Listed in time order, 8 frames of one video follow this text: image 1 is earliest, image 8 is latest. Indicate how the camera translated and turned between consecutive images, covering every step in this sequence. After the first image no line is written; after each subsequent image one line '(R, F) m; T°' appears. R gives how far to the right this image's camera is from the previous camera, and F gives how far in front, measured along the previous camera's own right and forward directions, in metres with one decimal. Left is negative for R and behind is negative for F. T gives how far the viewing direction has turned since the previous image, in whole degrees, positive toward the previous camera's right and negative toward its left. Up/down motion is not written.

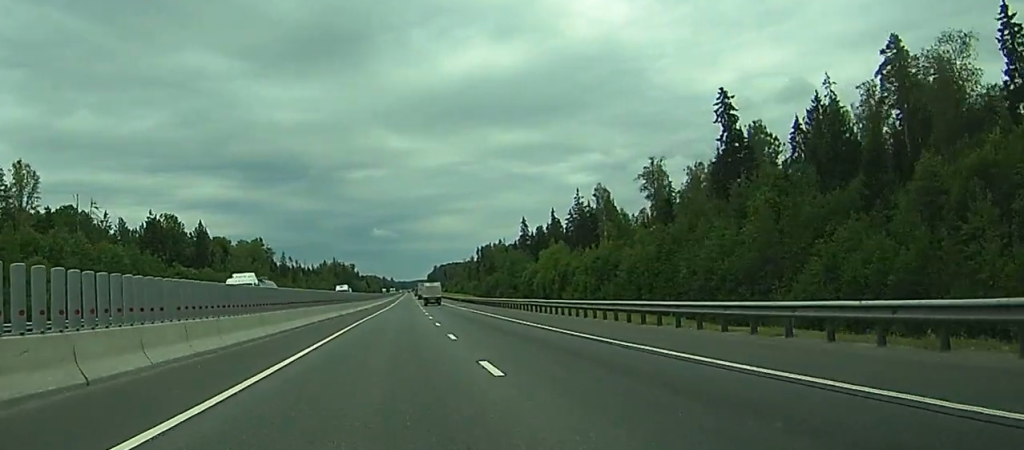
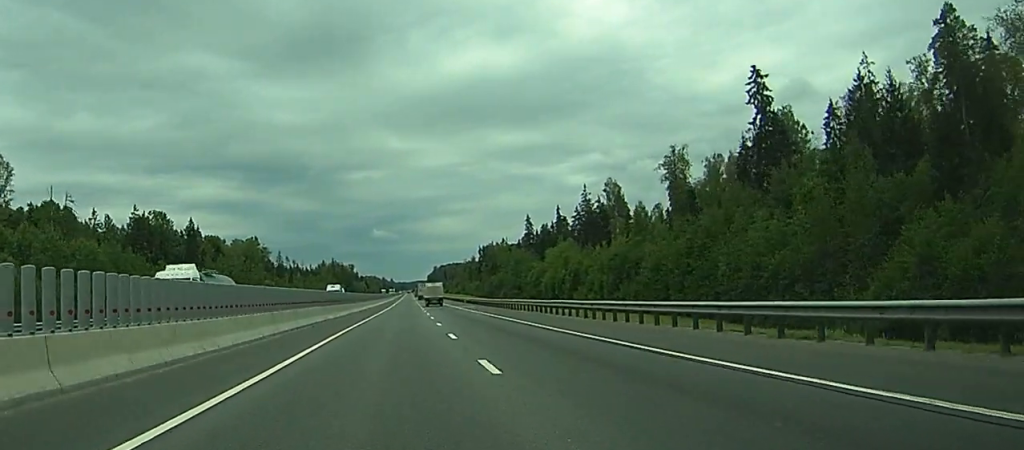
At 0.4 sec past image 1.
(0.0, +11.4) m; 0°
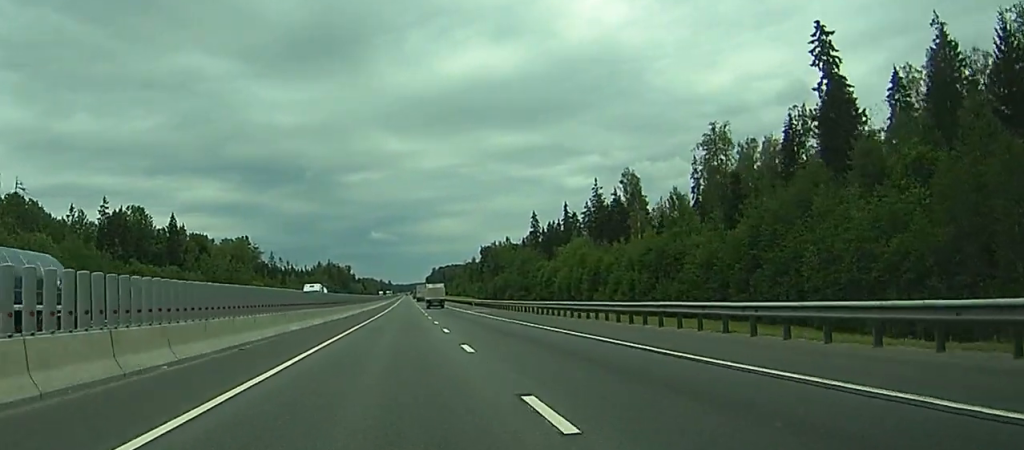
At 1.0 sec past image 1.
(0.0, +18.1) m; 0°
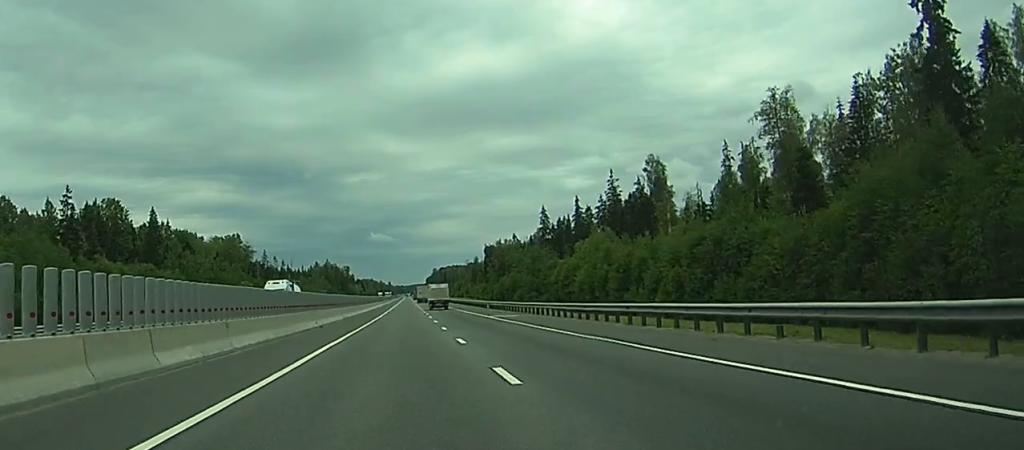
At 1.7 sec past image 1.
(0.0, +19.2) m; 0°
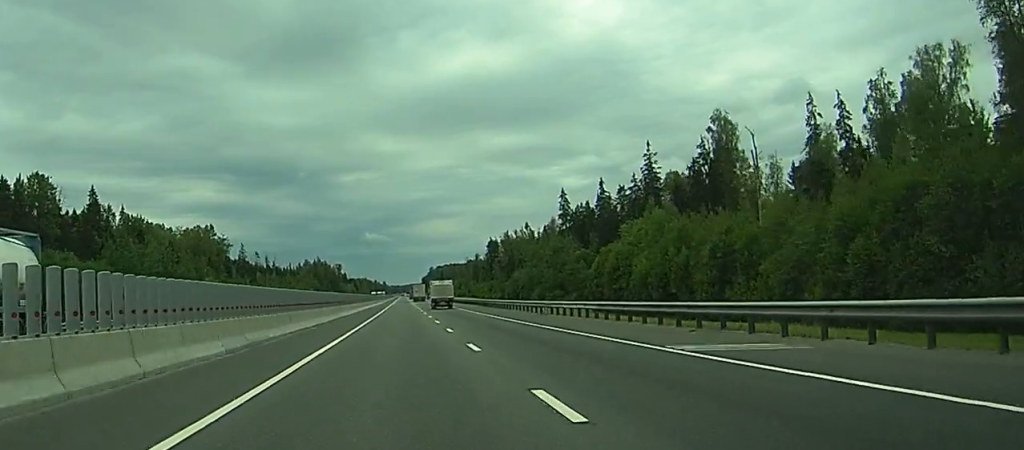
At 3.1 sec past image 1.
(+0.3, +40.5) m; 0°
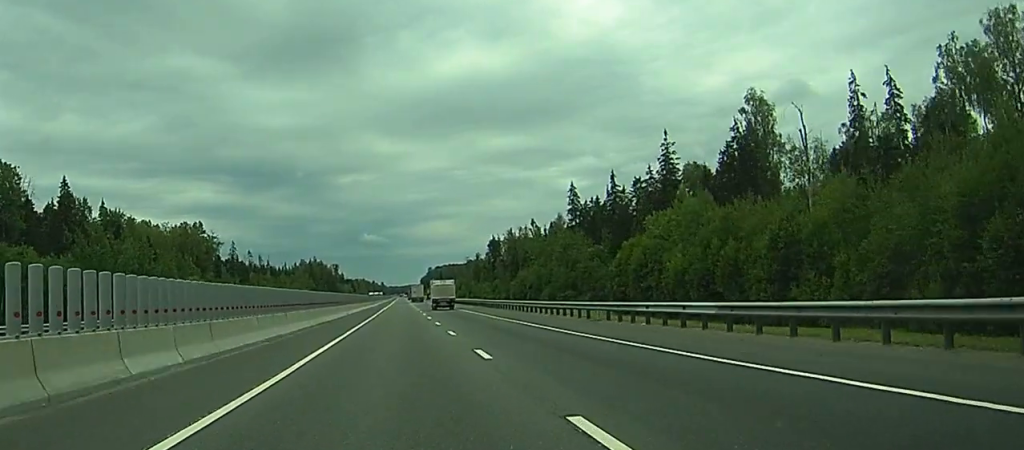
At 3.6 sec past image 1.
(0.0, +14.6) m; 0°
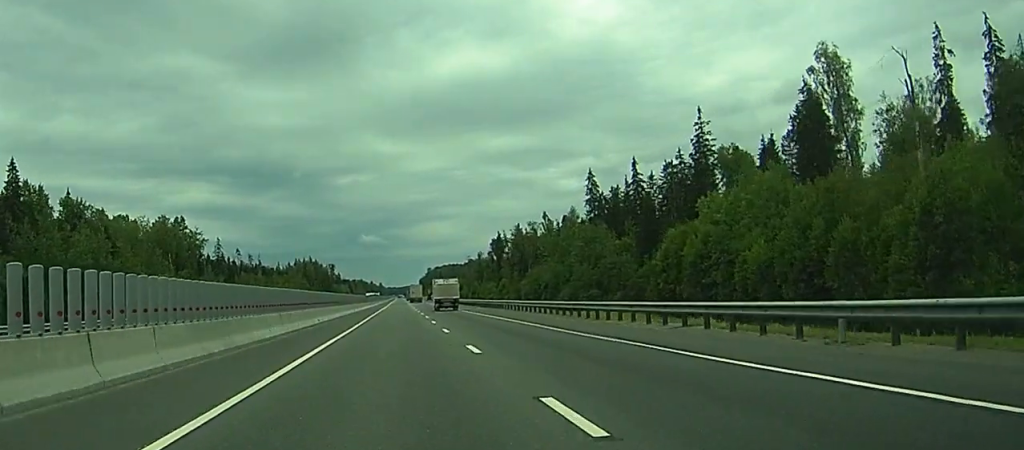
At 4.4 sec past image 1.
(0.0, +22.4) m; 0°
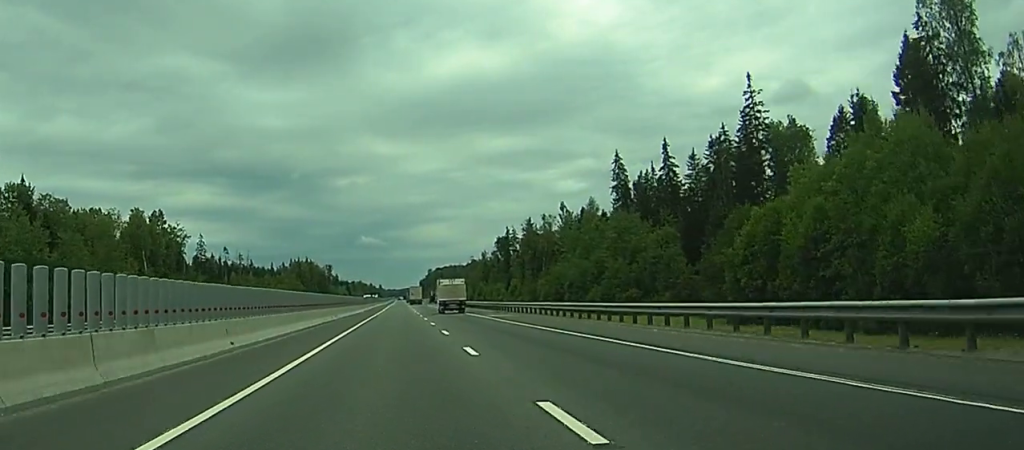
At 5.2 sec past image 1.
(+0.1, +24.4) m; +1°
